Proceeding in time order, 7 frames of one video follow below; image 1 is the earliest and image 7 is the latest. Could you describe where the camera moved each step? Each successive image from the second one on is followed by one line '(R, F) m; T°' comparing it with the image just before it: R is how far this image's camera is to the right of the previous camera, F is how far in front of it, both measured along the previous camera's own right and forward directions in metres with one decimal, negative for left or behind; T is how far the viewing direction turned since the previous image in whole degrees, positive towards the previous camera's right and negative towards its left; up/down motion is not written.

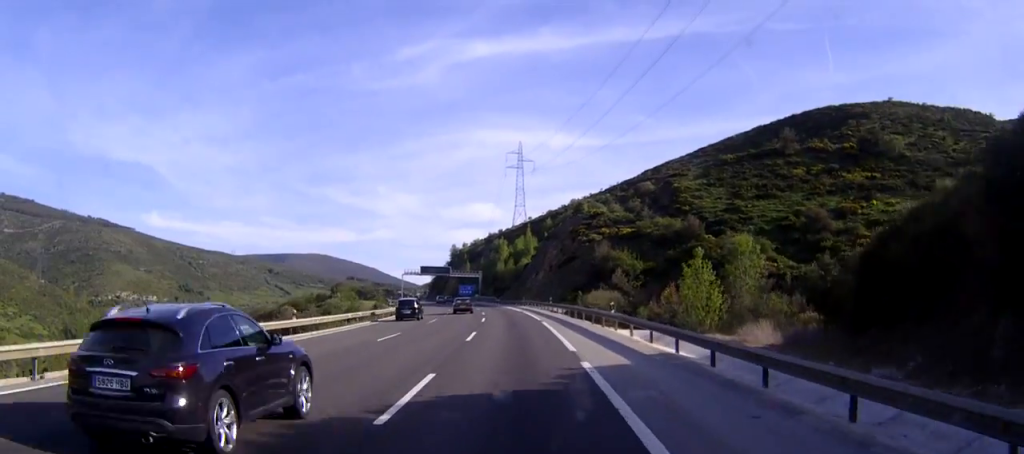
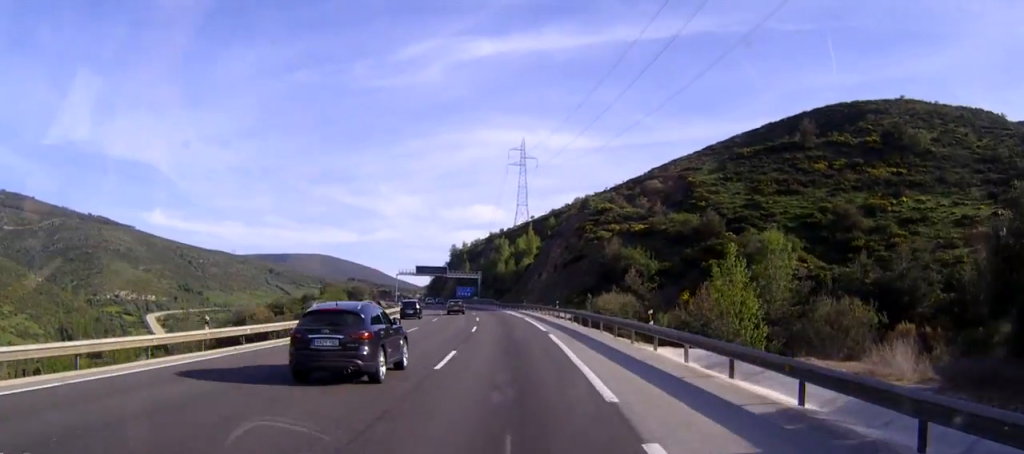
(0.0, +10.0) m; -1°
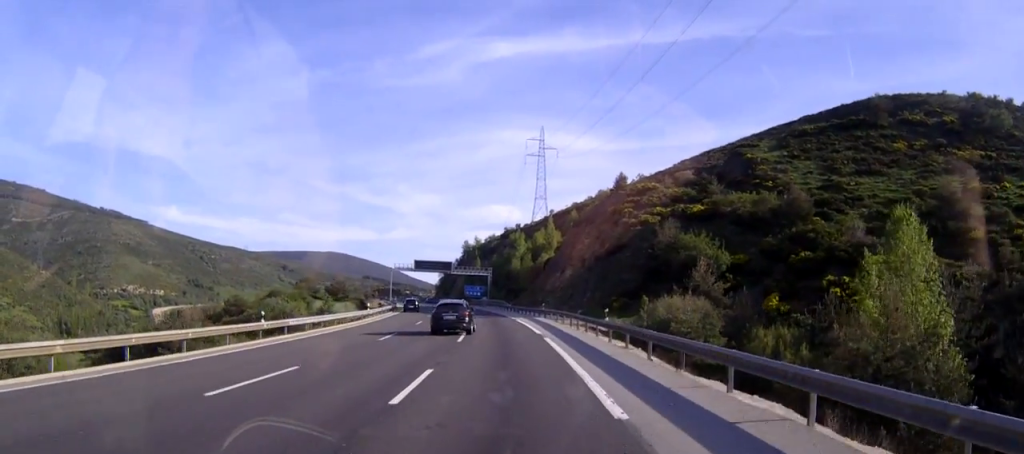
(-0.3, +25.3) m; -2°
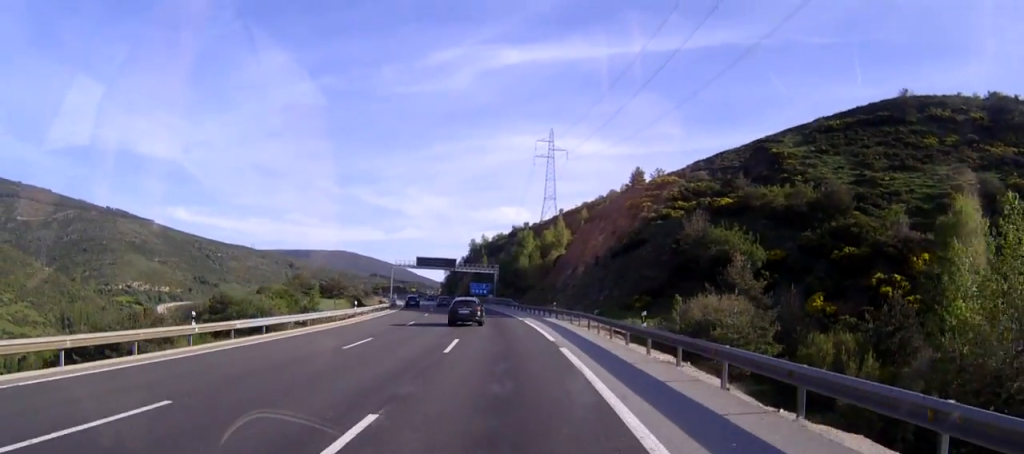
(-0.1, +7.7) m; -1°
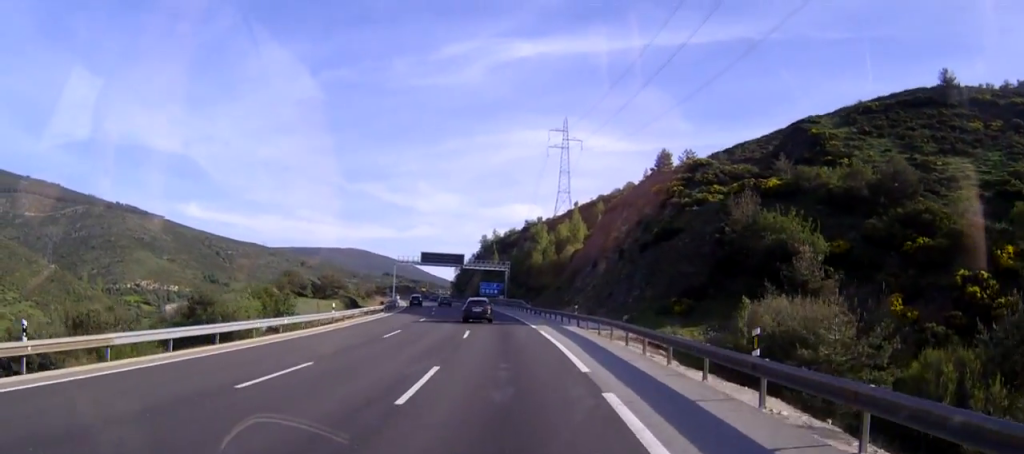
(-0.1, +10.0) m; -1°
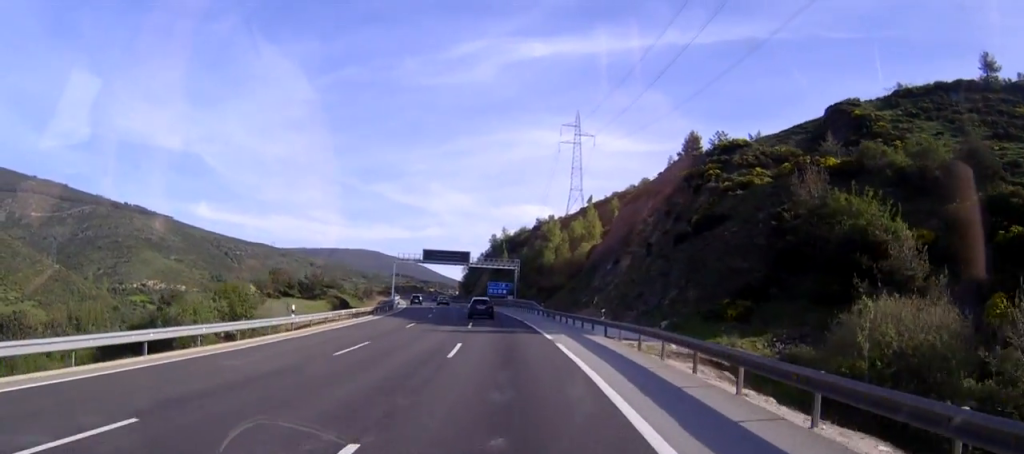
(-0.1, +10.1) m; -1°
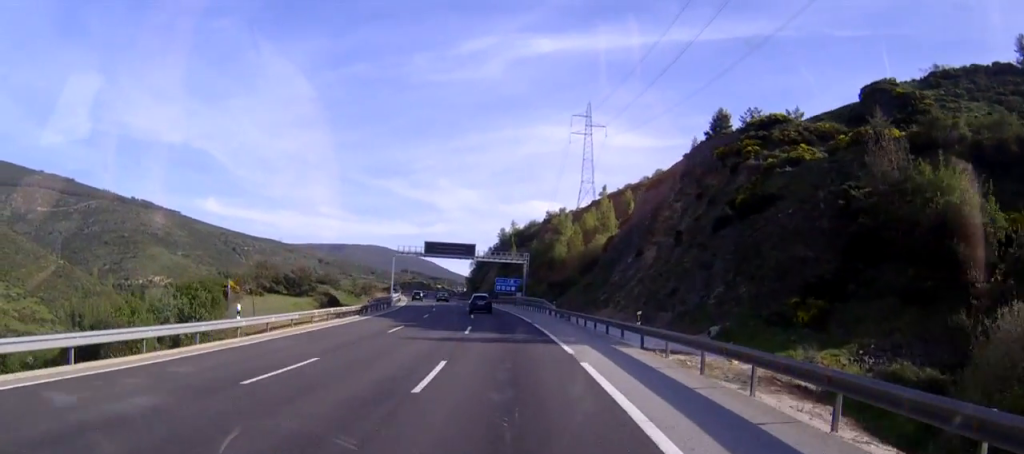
(0.0, +8.3) m; -1°
